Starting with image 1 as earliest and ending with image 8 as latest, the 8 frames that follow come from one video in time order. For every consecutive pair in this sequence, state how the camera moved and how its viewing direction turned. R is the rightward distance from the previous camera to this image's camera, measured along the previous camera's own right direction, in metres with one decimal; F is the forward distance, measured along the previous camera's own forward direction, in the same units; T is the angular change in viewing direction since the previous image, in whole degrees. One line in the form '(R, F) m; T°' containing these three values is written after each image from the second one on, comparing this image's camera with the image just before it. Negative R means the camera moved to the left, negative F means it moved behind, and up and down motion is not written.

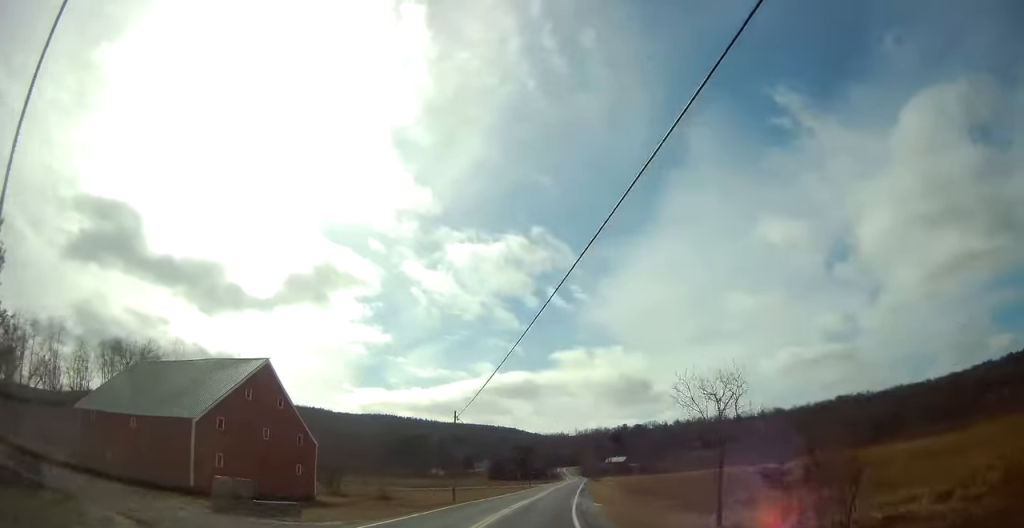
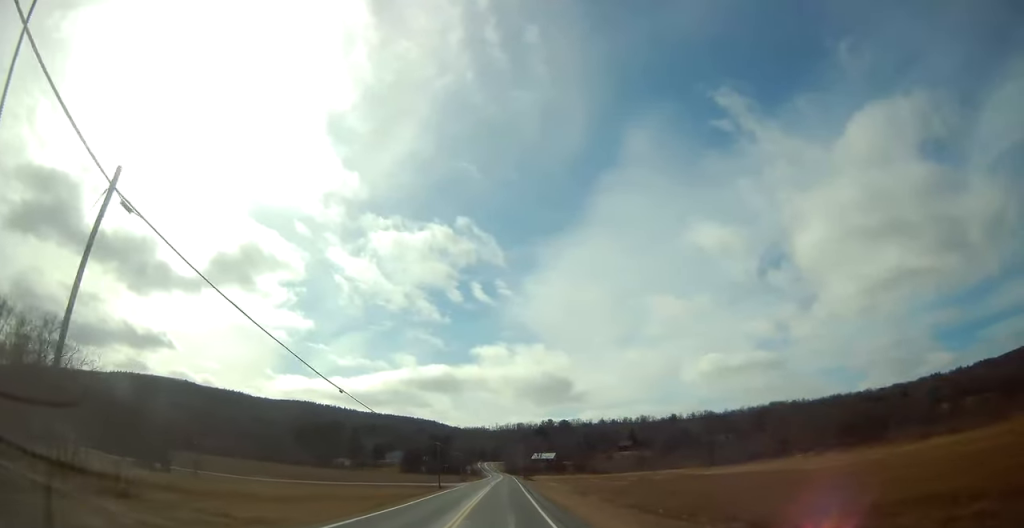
(+3.1, +35.7) m; +9°
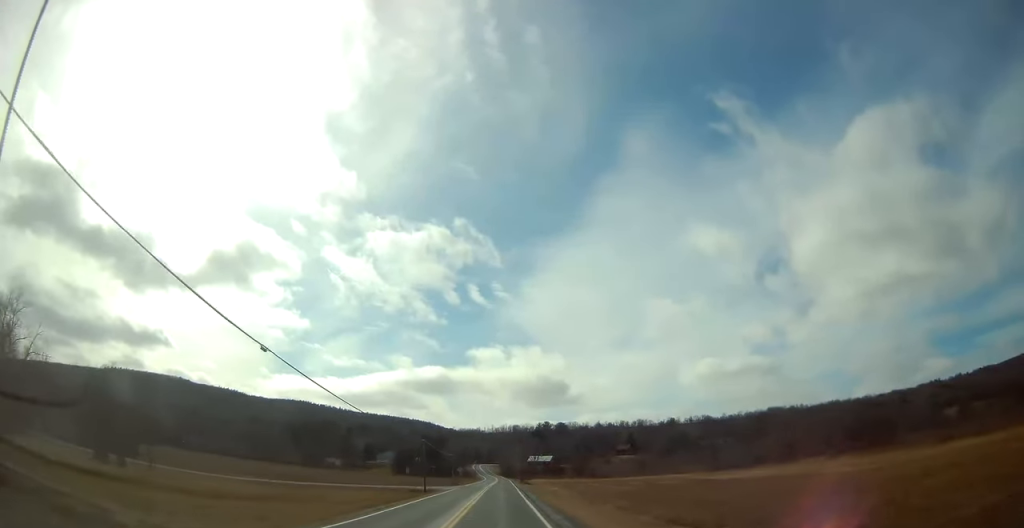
(+0.2, +9.1) m; +1°
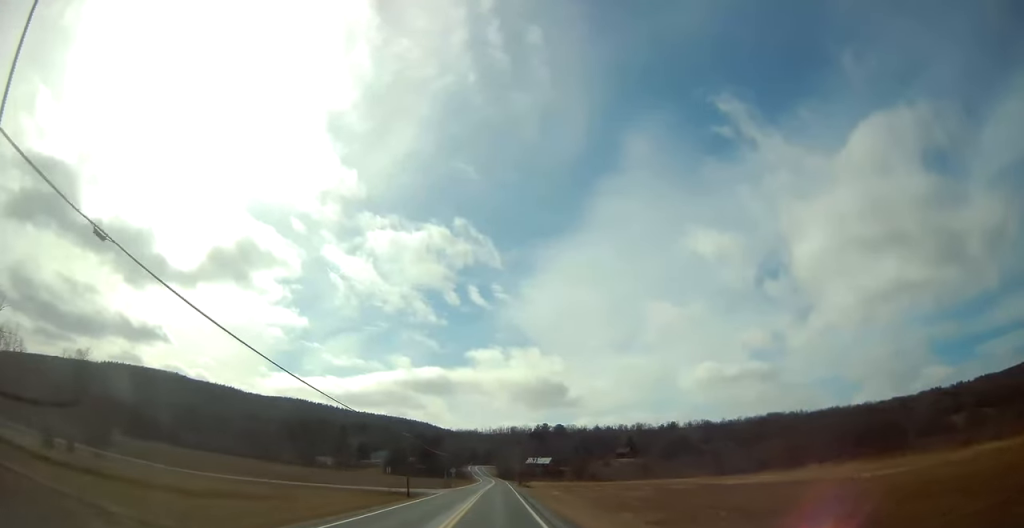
(+0.1, +9.2) m; +1°
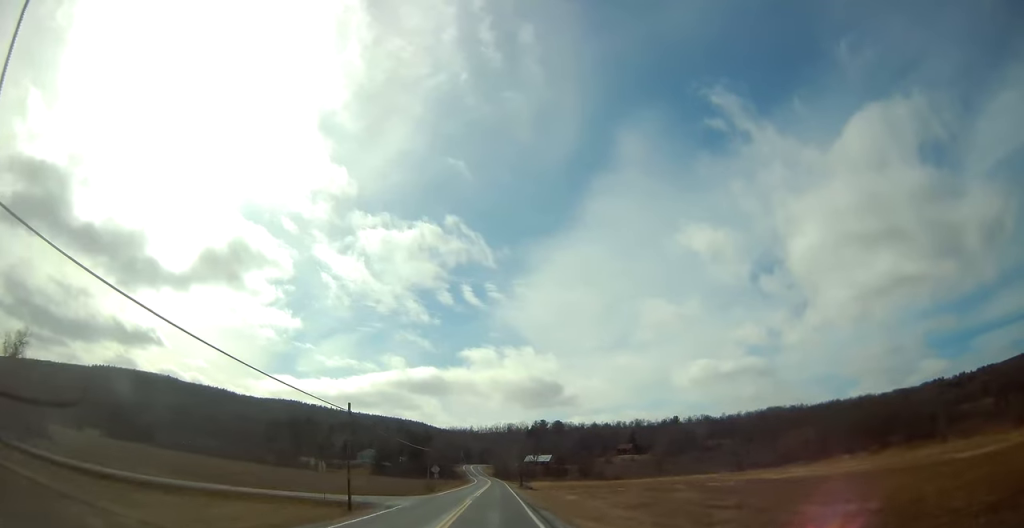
(+0.4, +19.5) m; +1°
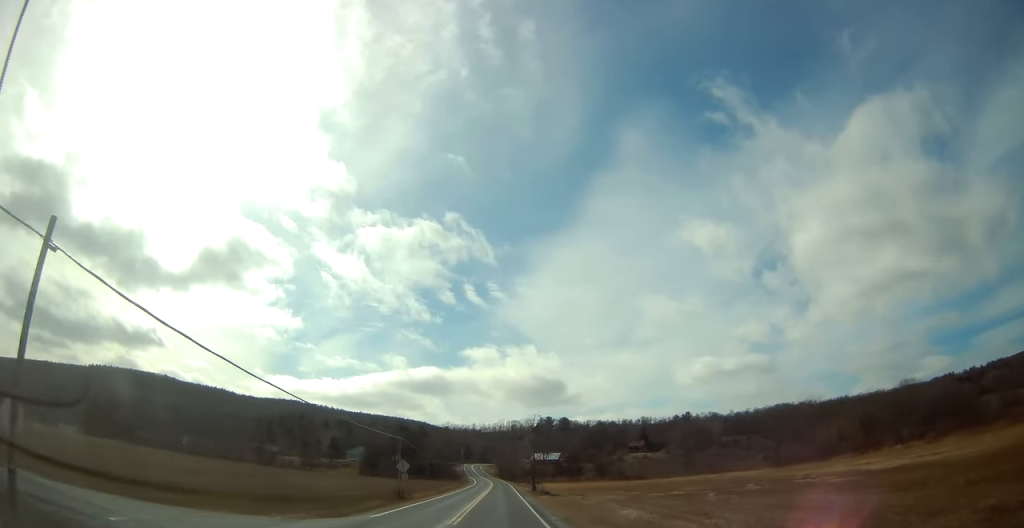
(0.0, +24.7) m; 0°
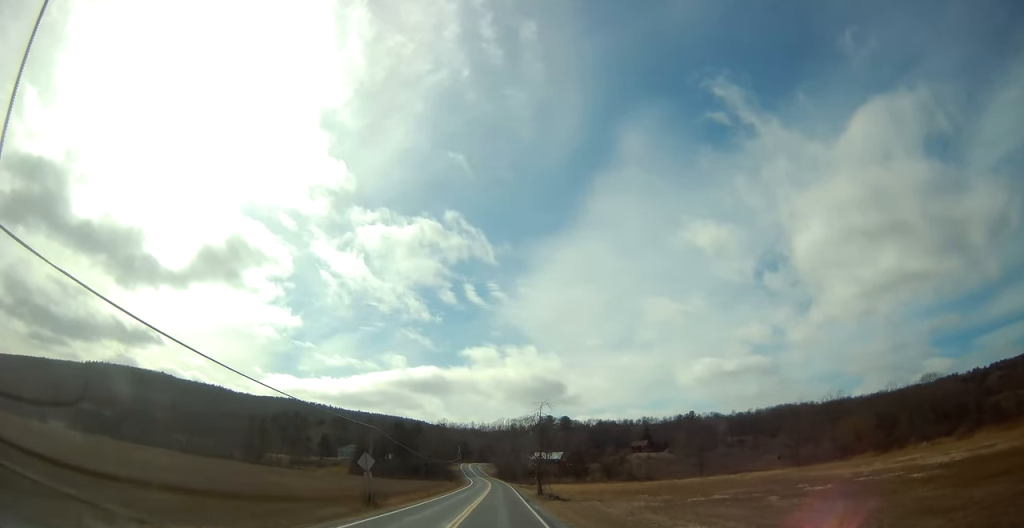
(-0.1, +11.7) m; 0°
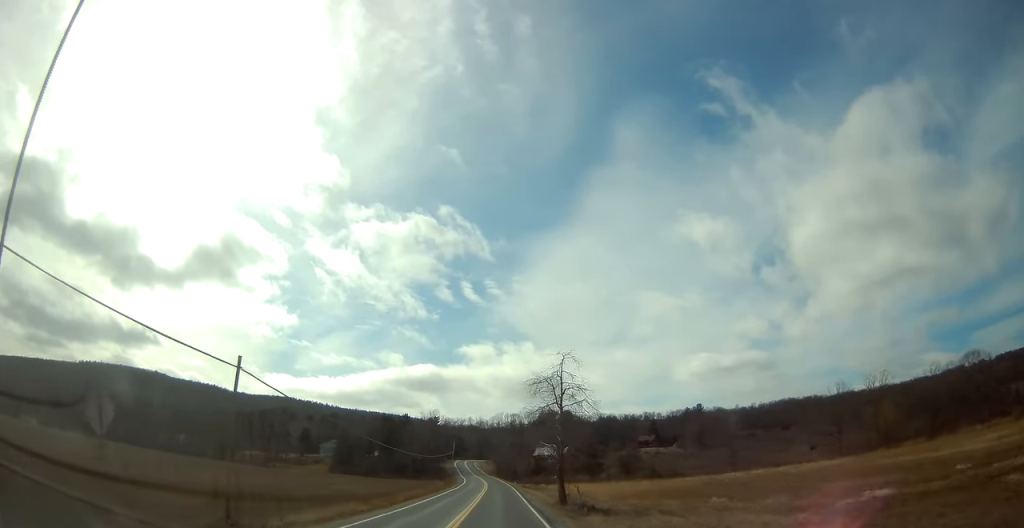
(+0.1, +21.9) m; 0°
